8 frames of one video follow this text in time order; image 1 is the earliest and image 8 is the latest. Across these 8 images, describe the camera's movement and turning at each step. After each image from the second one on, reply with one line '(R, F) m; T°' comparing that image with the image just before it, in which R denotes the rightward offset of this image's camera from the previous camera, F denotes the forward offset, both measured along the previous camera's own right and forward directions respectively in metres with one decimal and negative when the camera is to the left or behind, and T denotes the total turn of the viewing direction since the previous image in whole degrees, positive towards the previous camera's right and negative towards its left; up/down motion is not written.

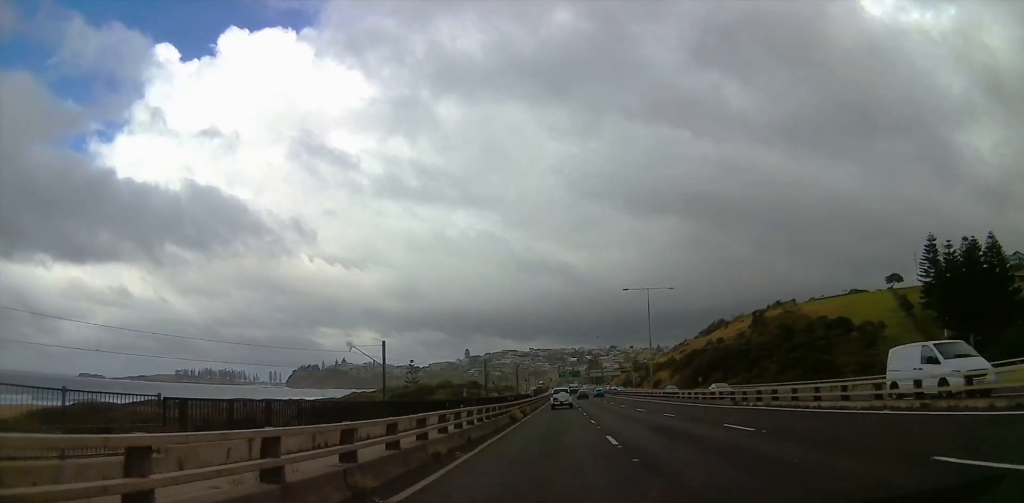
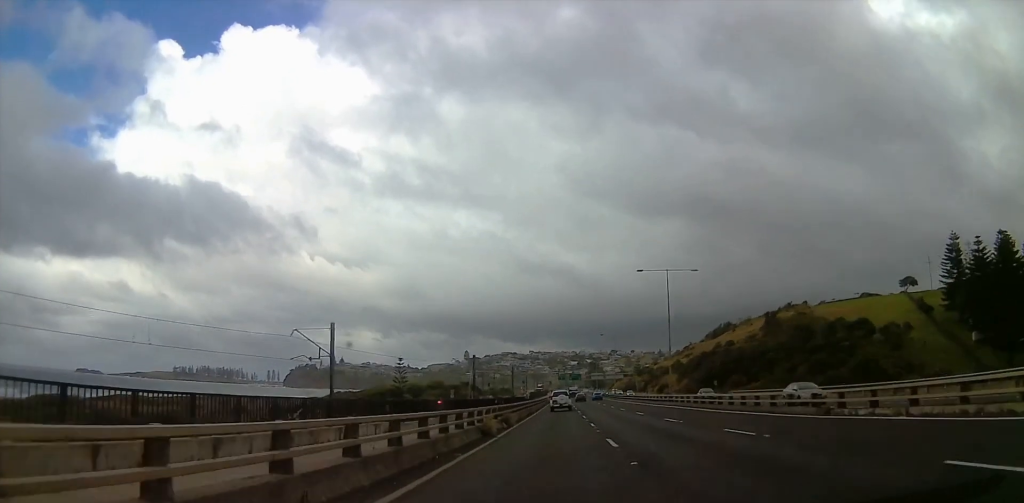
(0.0, +11.9) m; 0°
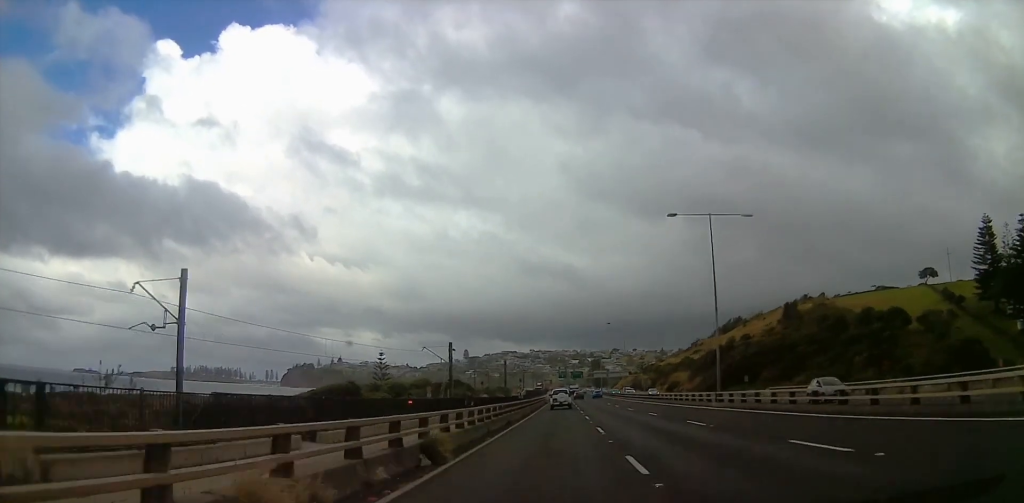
(0.0, +17.3) m; -1°
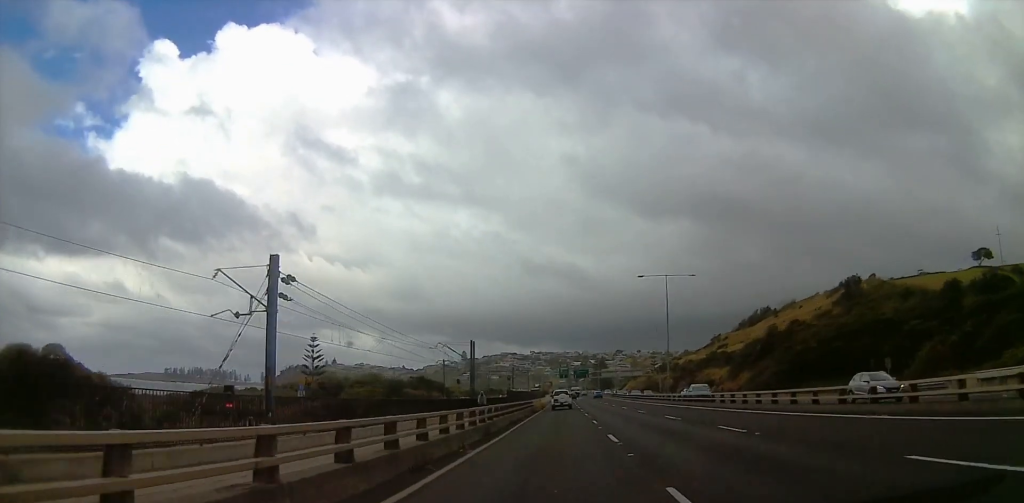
(-0.9, +41.1) m; -2°
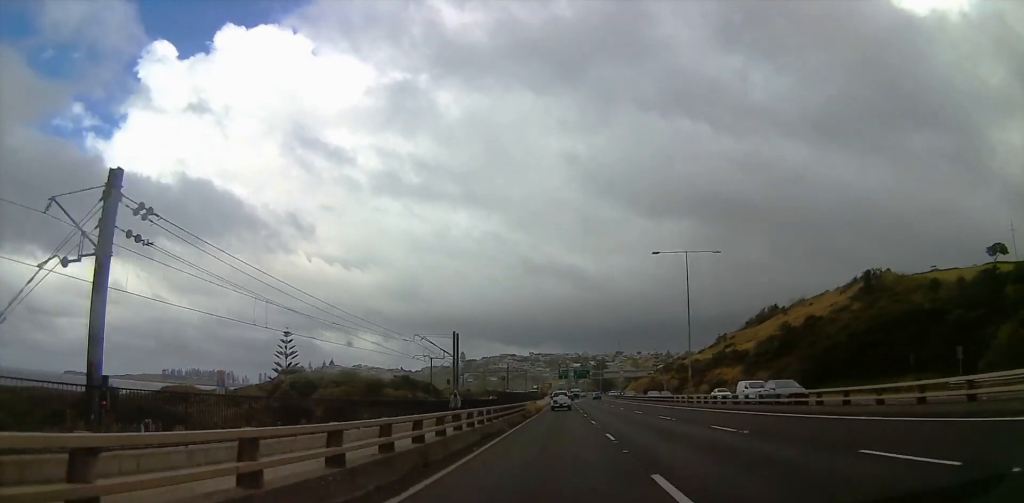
(-0.1, +9.9) m; 0°
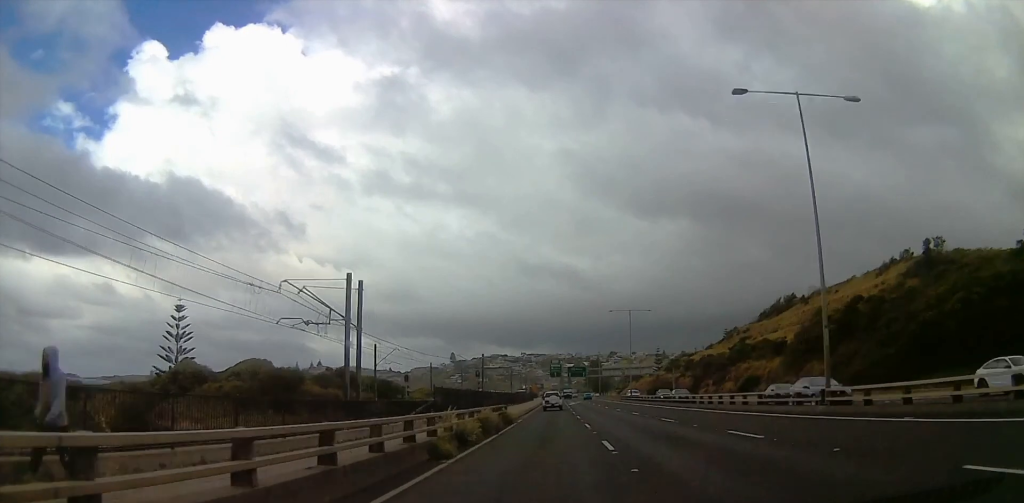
(+0.2, +27.5) m; +2°
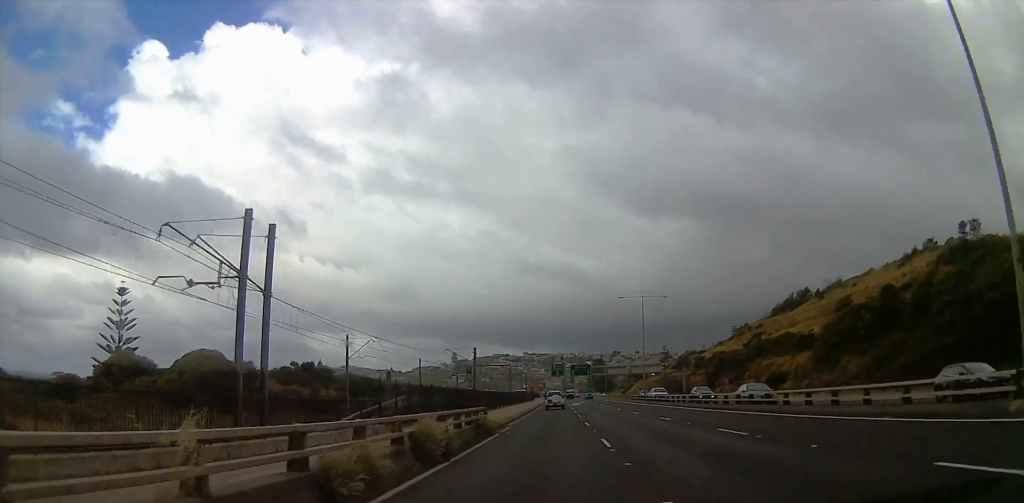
(+0.2, +11.3) m; +1°
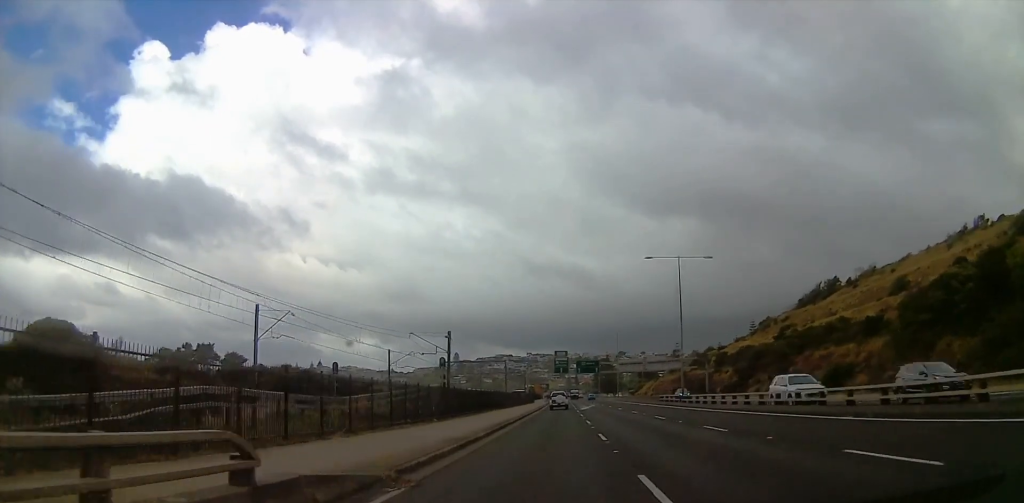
(+0.3, +20.6) m; +1°
